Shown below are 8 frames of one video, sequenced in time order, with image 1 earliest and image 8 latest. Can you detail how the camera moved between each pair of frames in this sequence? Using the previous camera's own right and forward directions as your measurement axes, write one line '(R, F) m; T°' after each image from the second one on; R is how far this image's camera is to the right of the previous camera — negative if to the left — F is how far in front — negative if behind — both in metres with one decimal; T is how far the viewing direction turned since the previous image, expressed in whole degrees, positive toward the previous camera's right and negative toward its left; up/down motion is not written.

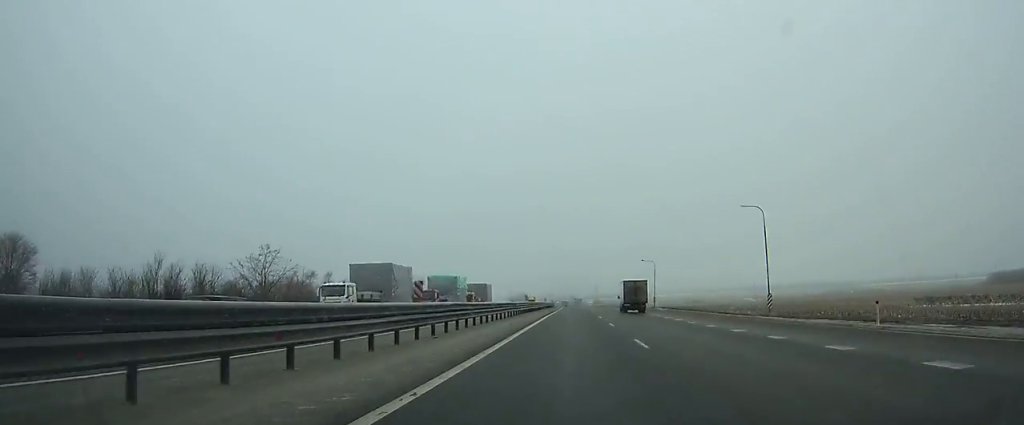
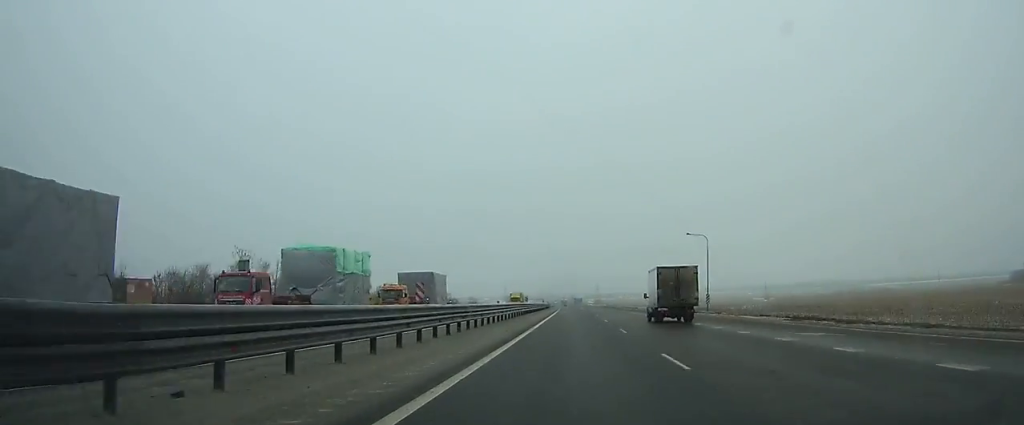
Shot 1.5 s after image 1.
(+0.2, +40.1) m; 0°
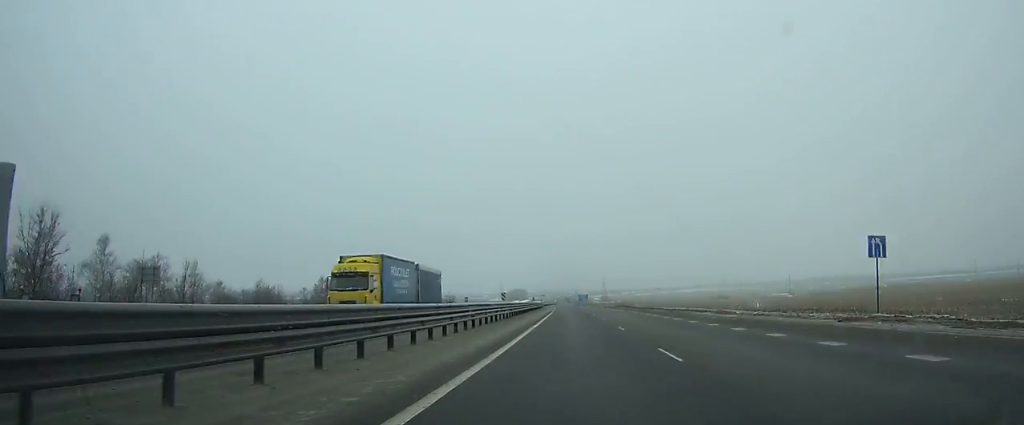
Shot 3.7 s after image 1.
(-0.1, +59.2) m; 0°
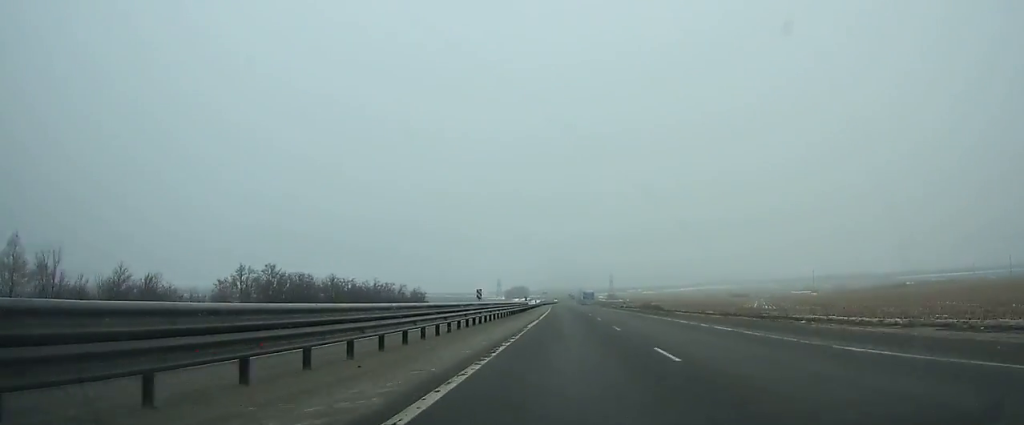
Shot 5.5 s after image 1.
(-0.1, +48.5) m; -1°
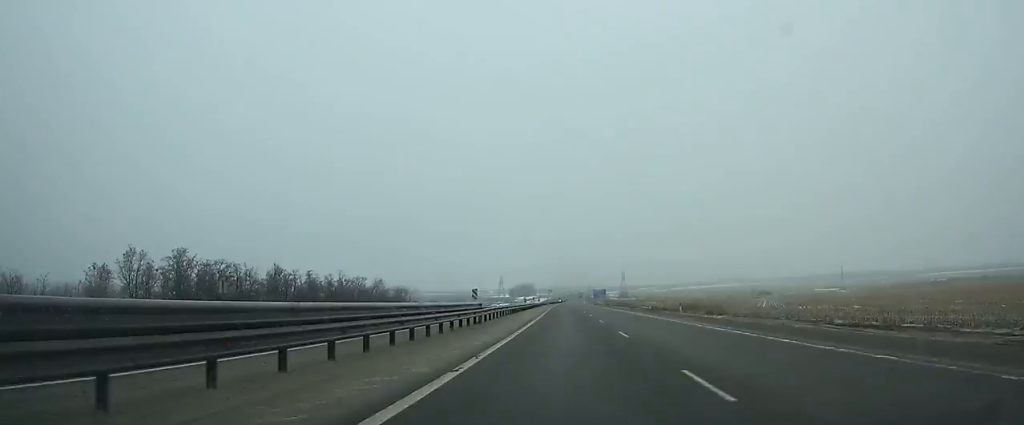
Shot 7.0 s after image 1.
(-0.3, +41.0) m; 0°
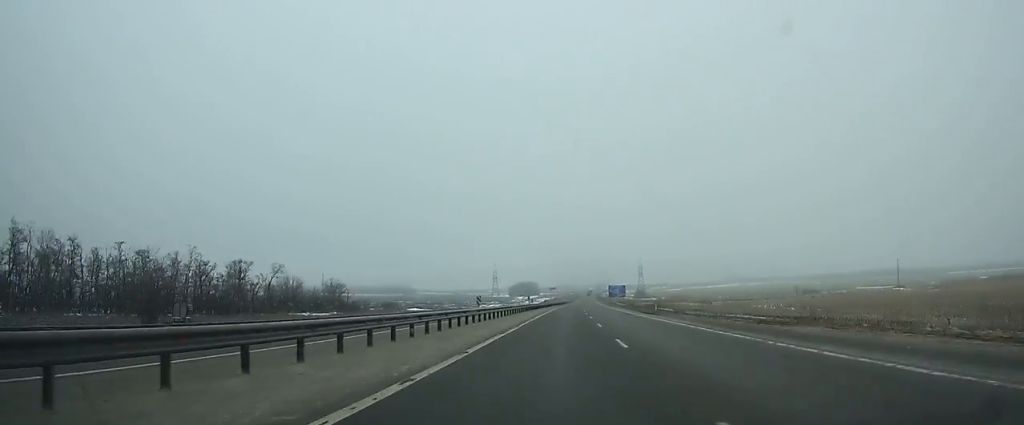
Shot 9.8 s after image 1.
(-0.5, +77.2) m; 0°
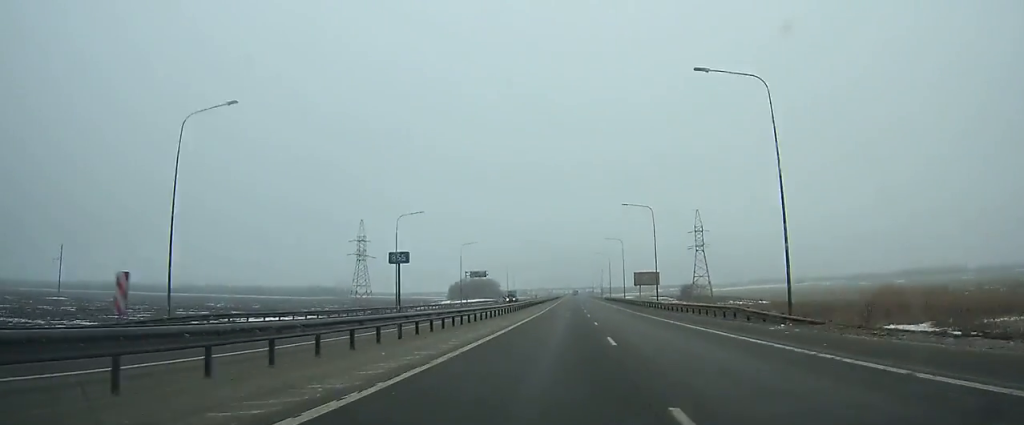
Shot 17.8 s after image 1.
(+4.1, +228.6) m; +2°
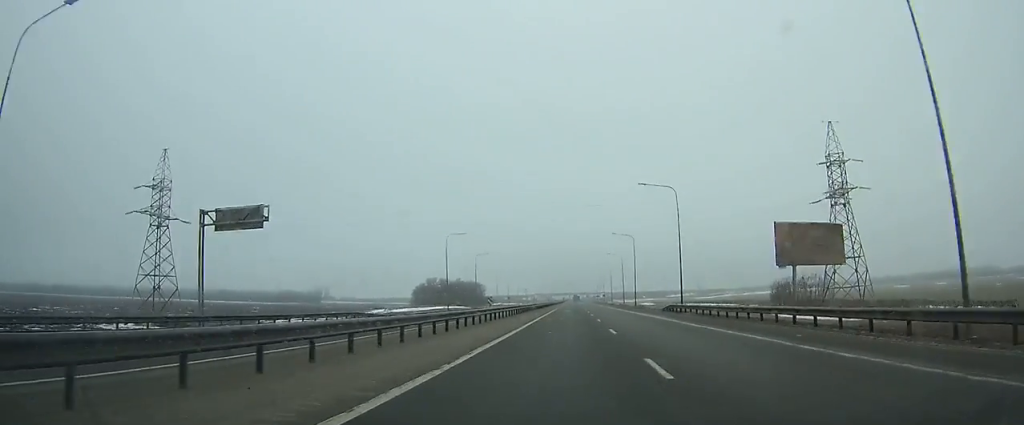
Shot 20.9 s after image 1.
(-0.2, +91.1) m; 0°
